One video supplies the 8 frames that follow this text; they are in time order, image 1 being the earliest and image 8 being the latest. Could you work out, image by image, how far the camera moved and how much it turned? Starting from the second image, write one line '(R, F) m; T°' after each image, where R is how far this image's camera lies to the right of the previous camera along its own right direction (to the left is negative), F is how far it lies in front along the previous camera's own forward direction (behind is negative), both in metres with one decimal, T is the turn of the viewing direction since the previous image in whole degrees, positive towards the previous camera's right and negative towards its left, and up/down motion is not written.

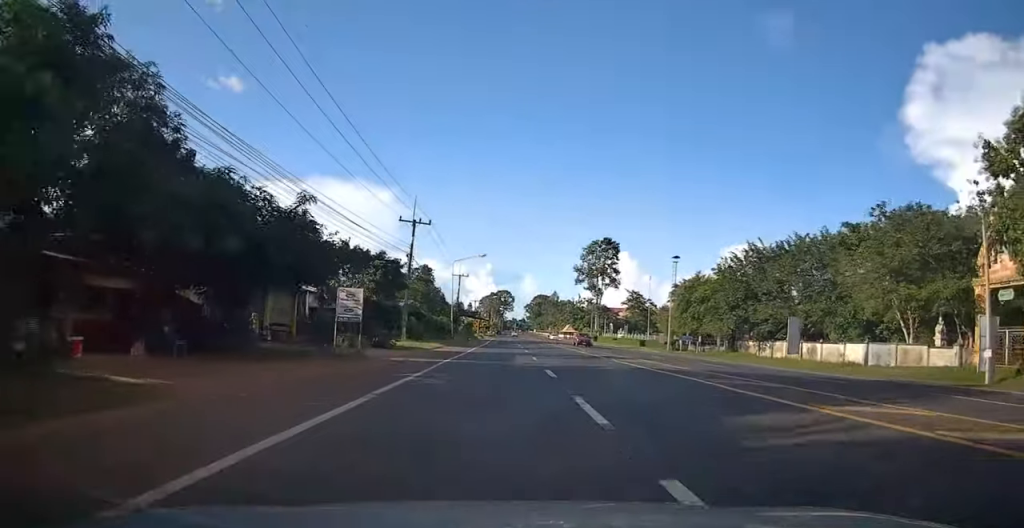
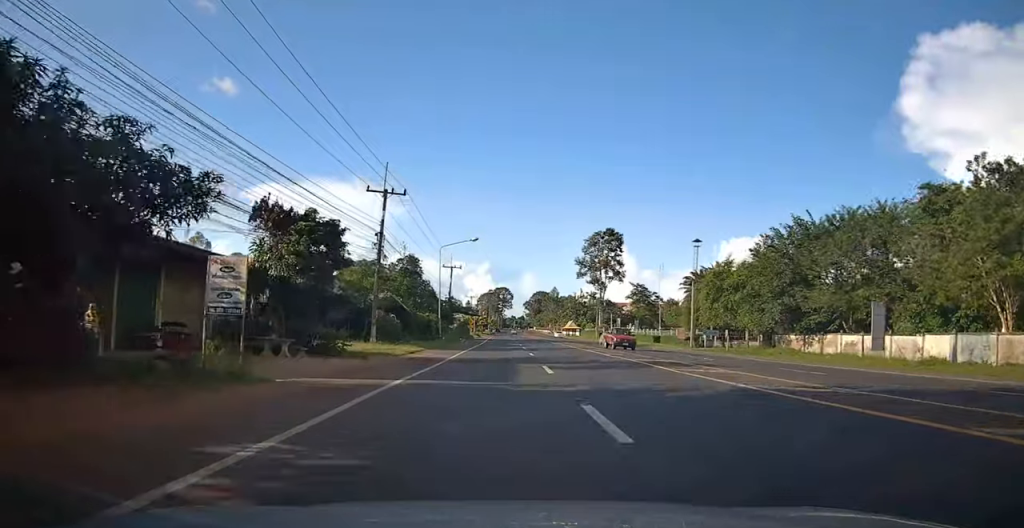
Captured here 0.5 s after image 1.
(0.0, +9.6) m; 0°
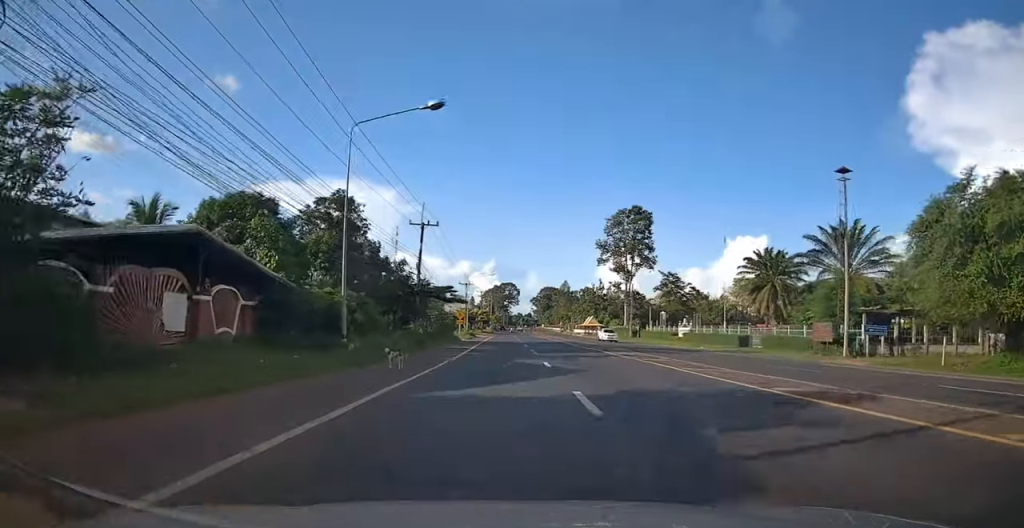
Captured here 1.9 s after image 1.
(-0.5, +30.0) m; -2°
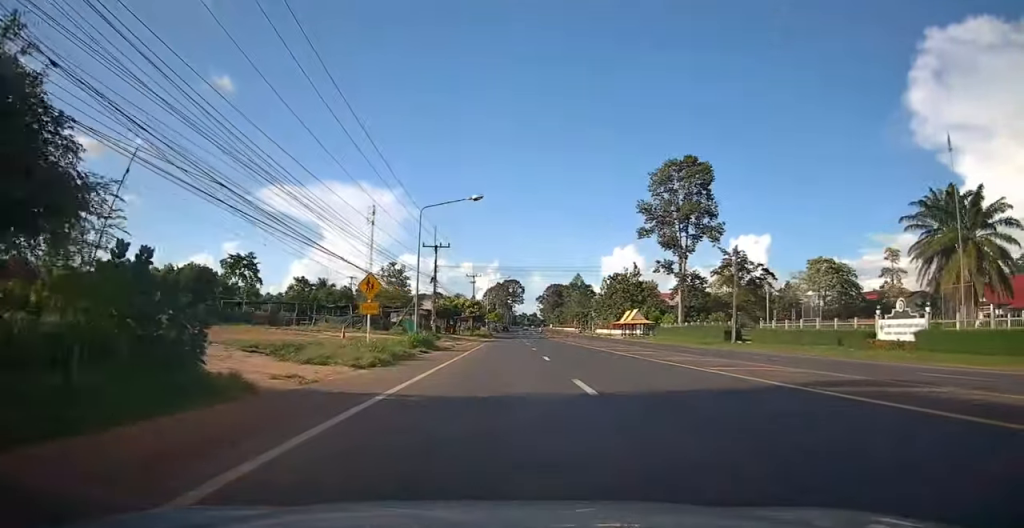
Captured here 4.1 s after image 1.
(+0.7, +42.9) m; +2°
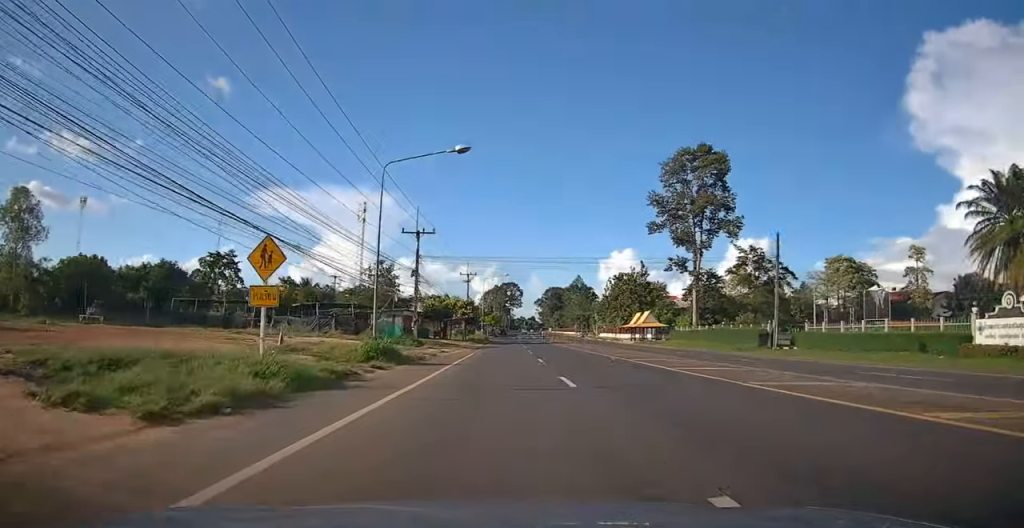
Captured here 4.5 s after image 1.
(0.0, +8.9) m; 0°
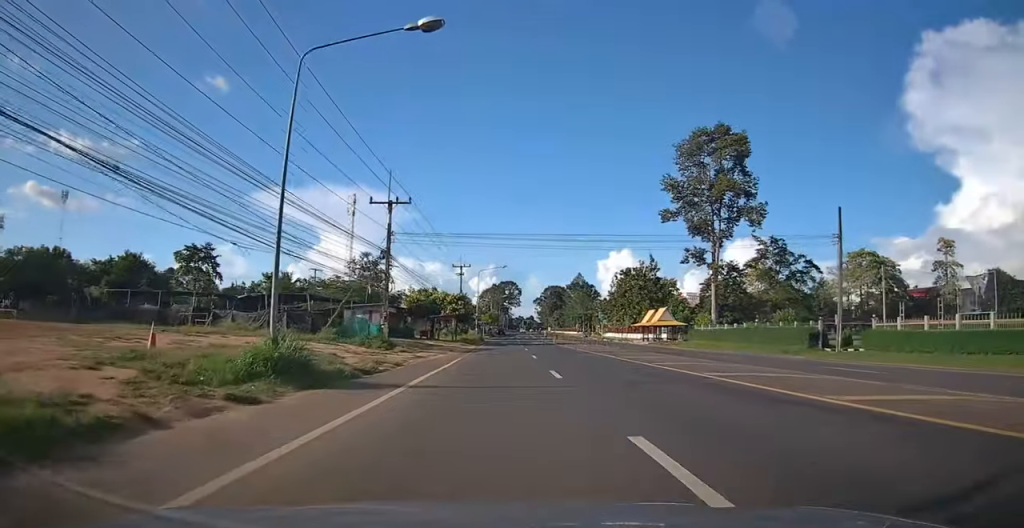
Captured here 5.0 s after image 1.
(0.0, +9.2) m; 0°
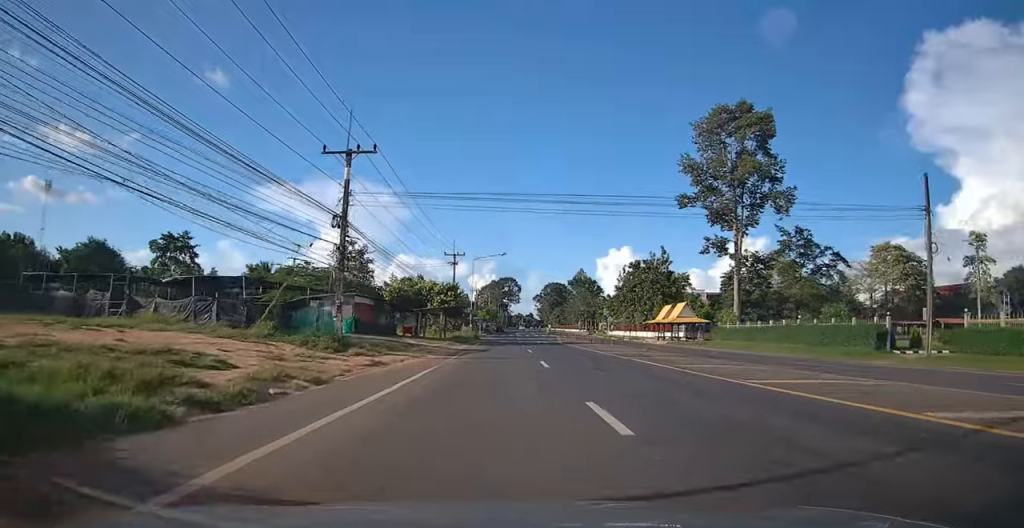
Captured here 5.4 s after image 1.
(0.0, +8.4) m; 0°
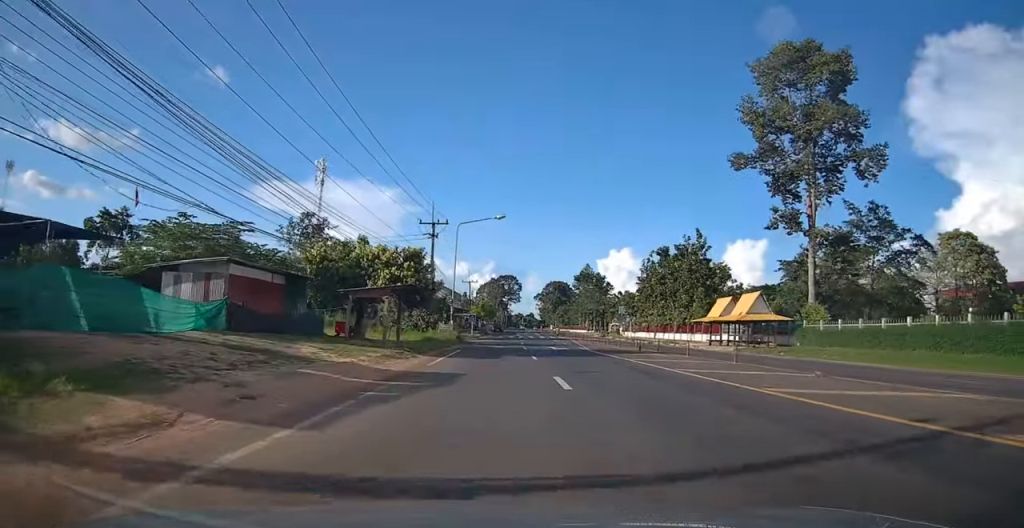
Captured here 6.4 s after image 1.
(0.0, +18.4) m; 0°
